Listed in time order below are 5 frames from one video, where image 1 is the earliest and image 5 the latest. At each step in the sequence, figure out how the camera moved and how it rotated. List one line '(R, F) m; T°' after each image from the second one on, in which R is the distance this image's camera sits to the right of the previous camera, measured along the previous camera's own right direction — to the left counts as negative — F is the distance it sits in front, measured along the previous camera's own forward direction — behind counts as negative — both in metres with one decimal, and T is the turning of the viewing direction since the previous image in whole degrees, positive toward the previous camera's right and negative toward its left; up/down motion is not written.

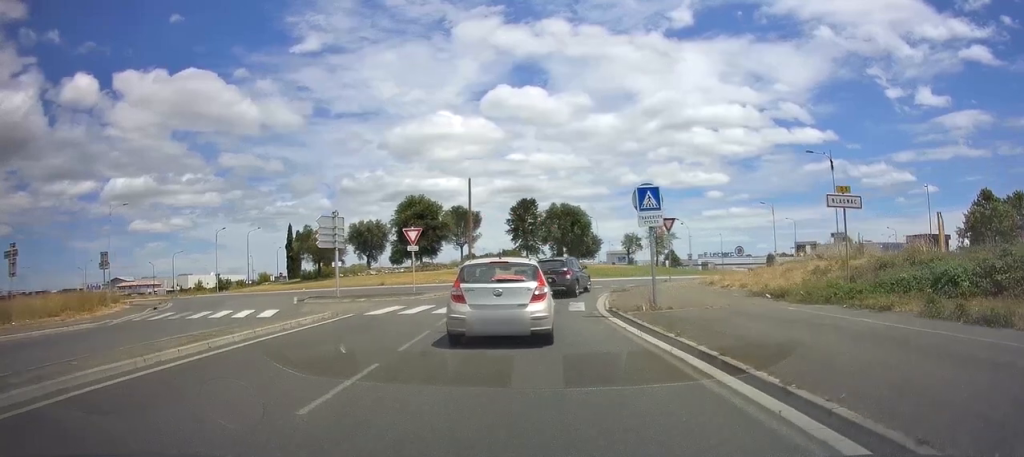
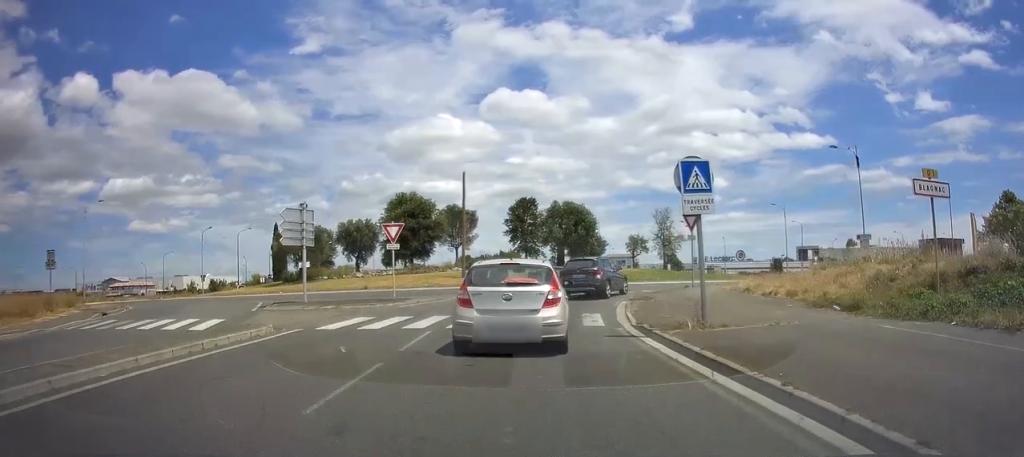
(+0.1, +3.4) m; +2°
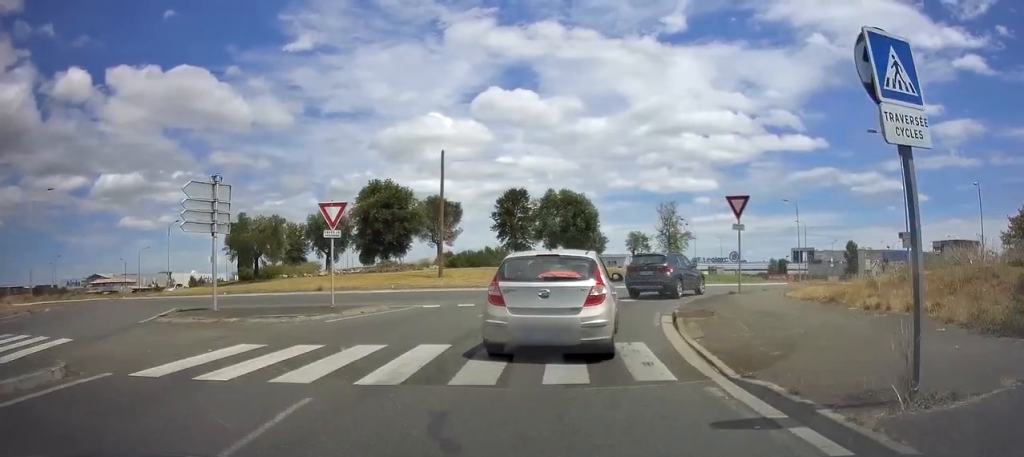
(+0.1, +6.0) m; +5°
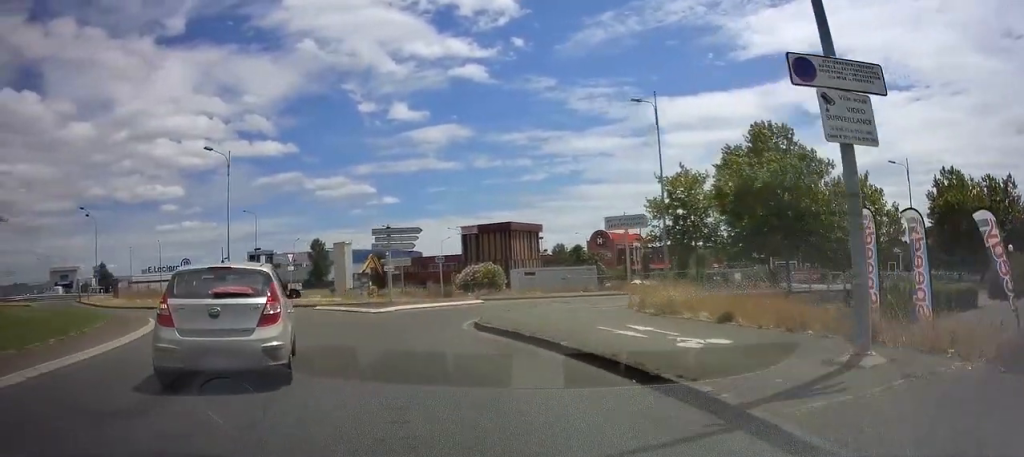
(+16.3, +30.2) m; +28°
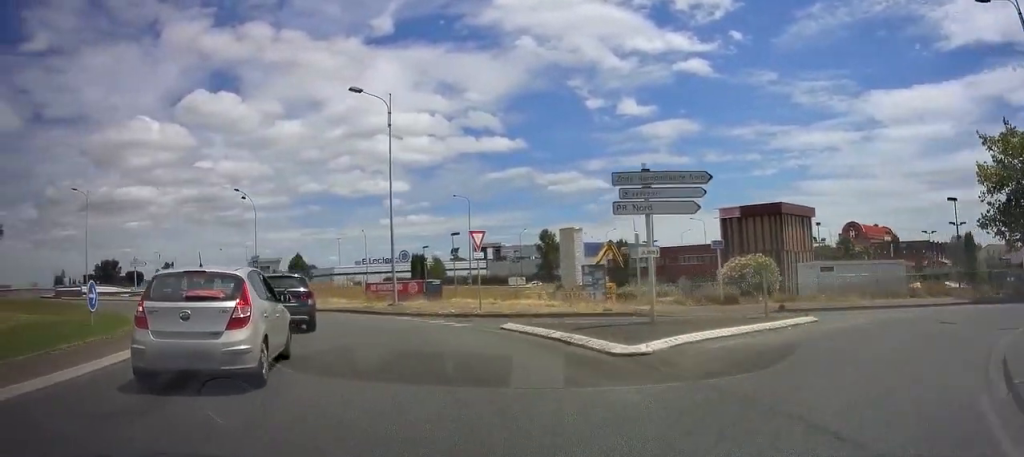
(-2.1, +13.2) m; -20°
